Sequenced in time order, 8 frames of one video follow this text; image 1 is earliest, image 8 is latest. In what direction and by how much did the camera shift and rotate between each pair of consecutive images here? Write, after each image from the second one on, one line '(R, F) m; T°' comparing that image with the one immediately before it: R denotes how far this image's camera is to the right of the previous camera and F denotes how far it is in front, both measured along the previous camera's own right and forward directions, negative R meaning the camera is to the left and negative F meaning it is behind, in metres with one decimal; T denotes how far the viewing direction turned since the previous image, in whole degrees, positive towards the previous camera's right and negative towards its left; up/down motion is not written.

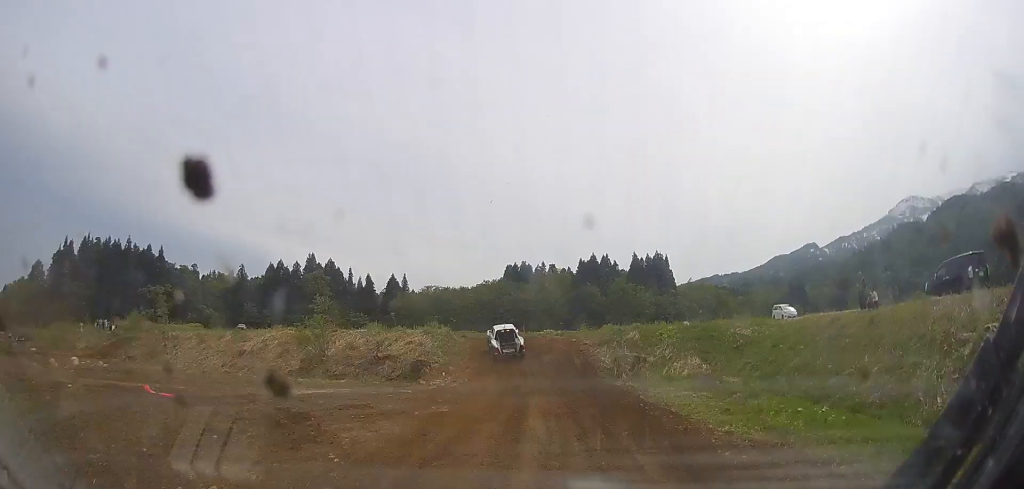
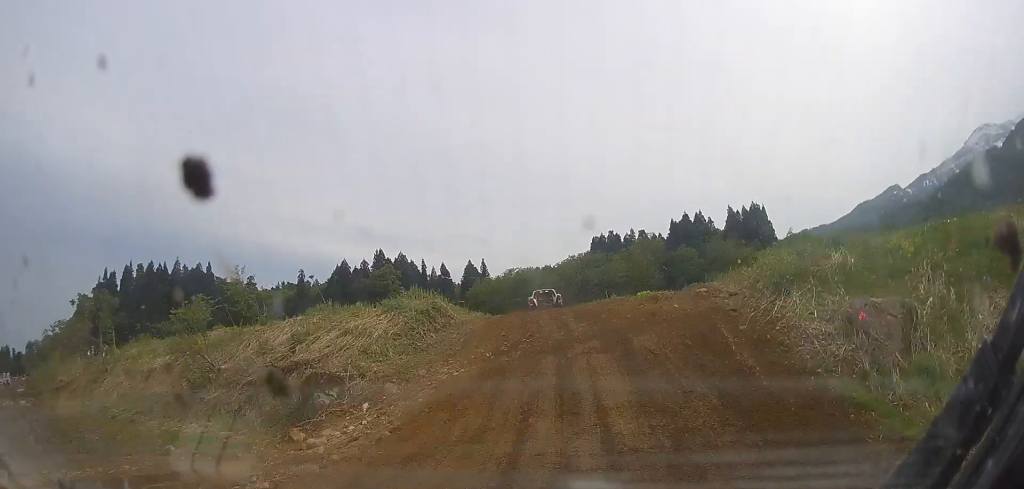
(0.0, +16.5) m; -6°
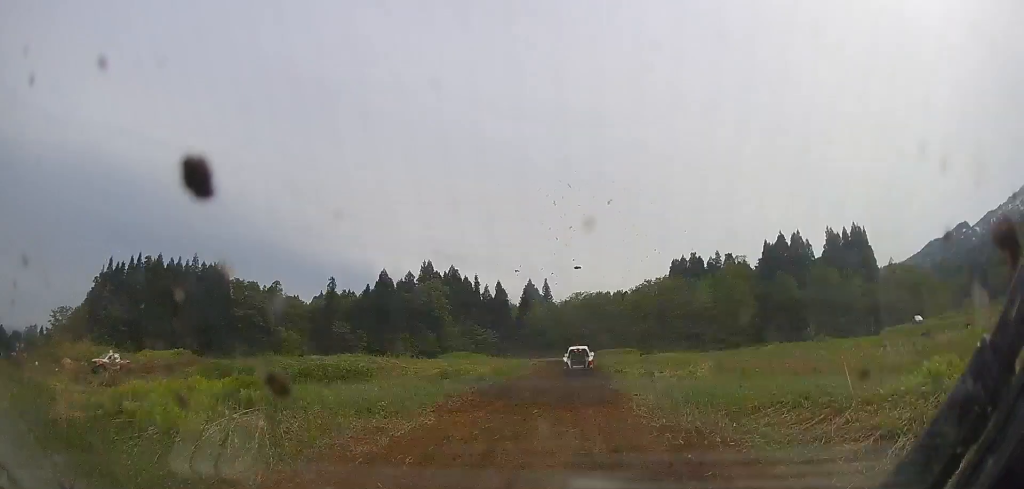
(-4.2, +24.9) m; -13°
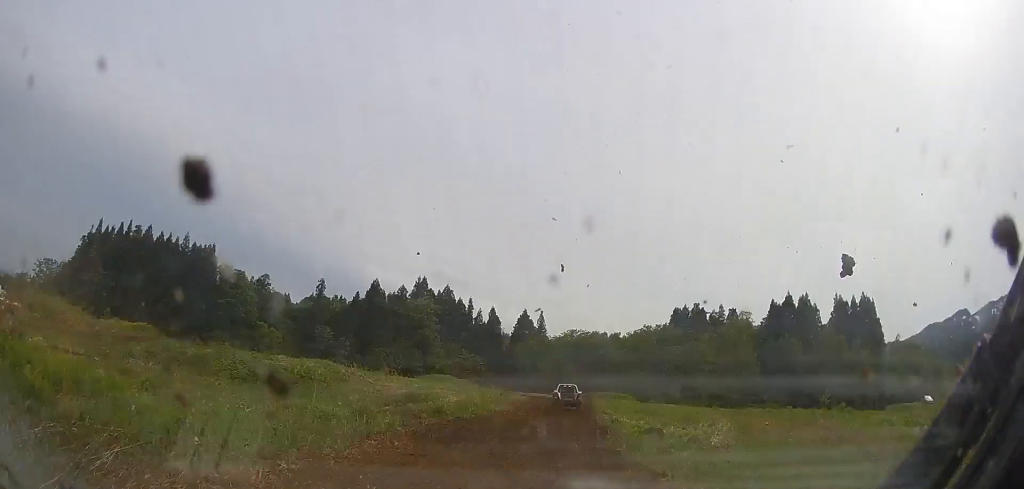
(0.0, +6.5) m; -1°
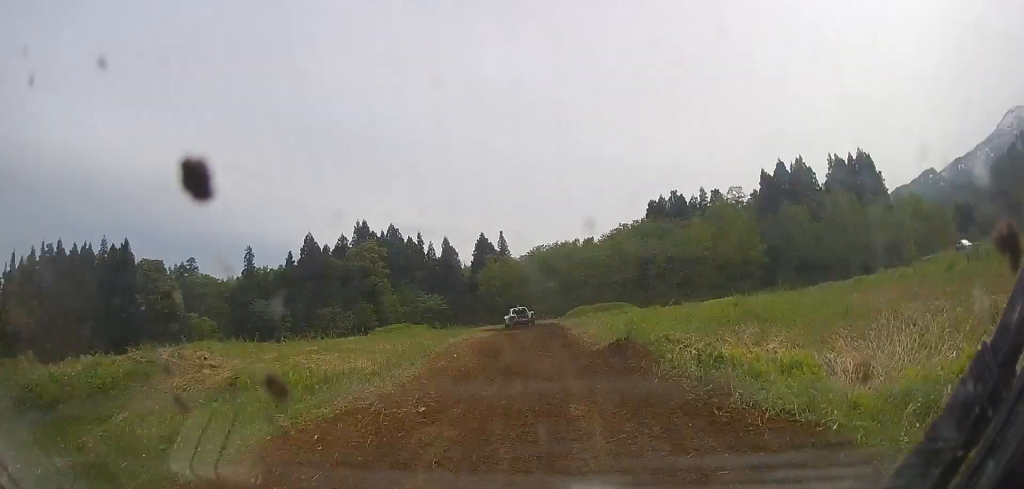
(-0.4, +19.5) m; -2°
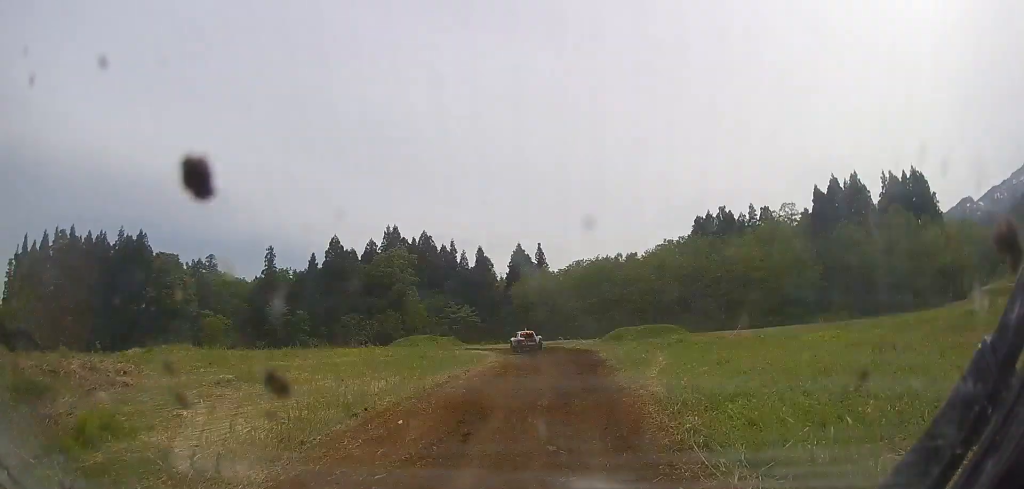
(0.0, +7.4) m; 0°
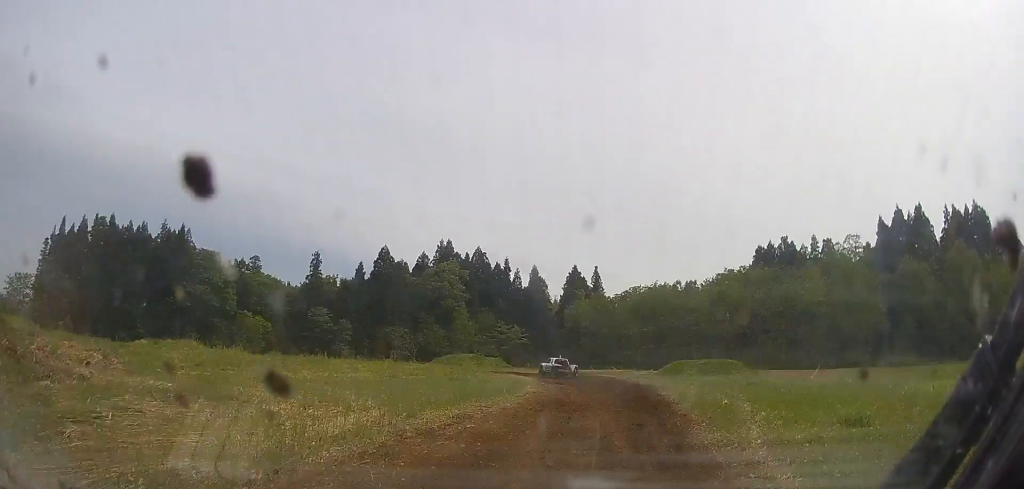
(0.0, +4.8) m; -3°
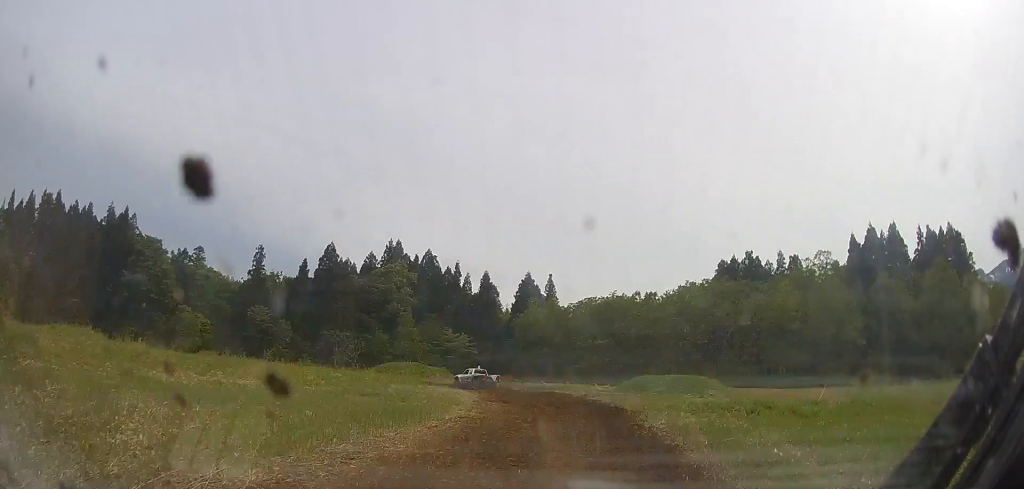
(+0.2, +5.2) m; -3°
